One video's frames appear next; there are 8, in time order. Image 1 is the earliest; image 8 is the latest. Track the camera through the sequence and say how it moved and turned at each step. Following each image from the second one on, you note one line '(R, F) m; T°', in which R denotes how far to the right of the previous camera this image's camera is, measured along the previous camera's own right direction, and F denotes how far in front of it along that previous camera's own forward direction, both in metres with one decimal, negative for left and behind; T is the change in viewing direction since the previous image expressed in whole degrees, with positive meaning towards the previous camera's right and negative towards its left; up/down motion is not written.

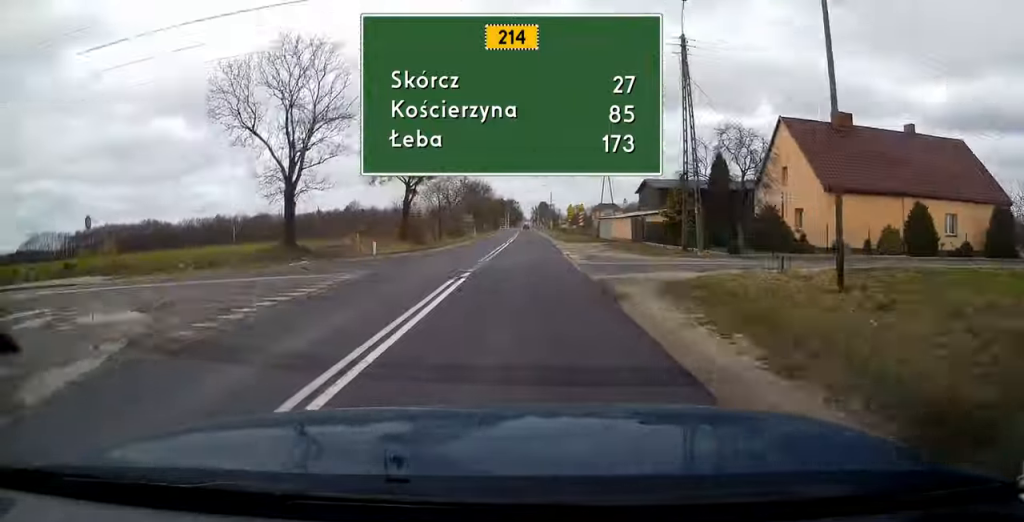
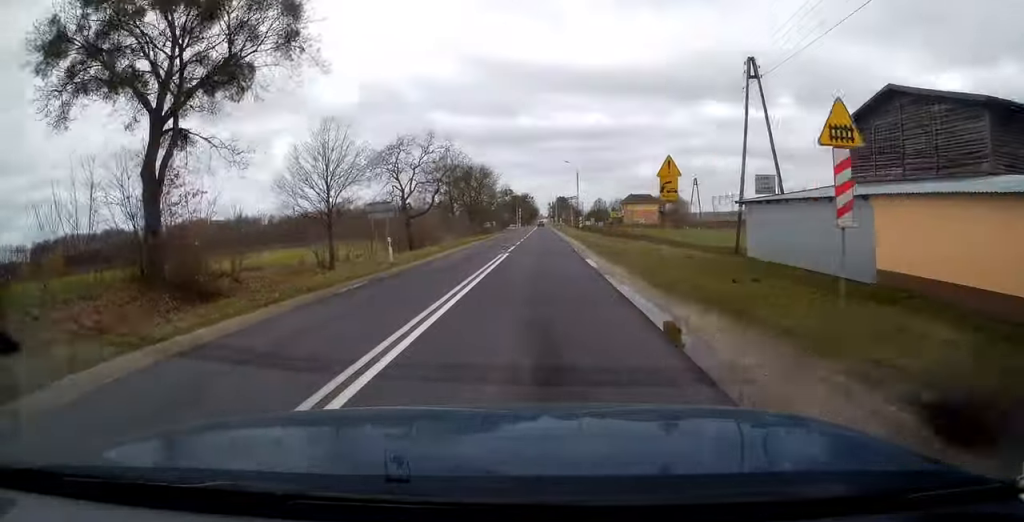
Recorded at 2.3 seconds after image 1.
(-1.4, +42.7) m; -2°
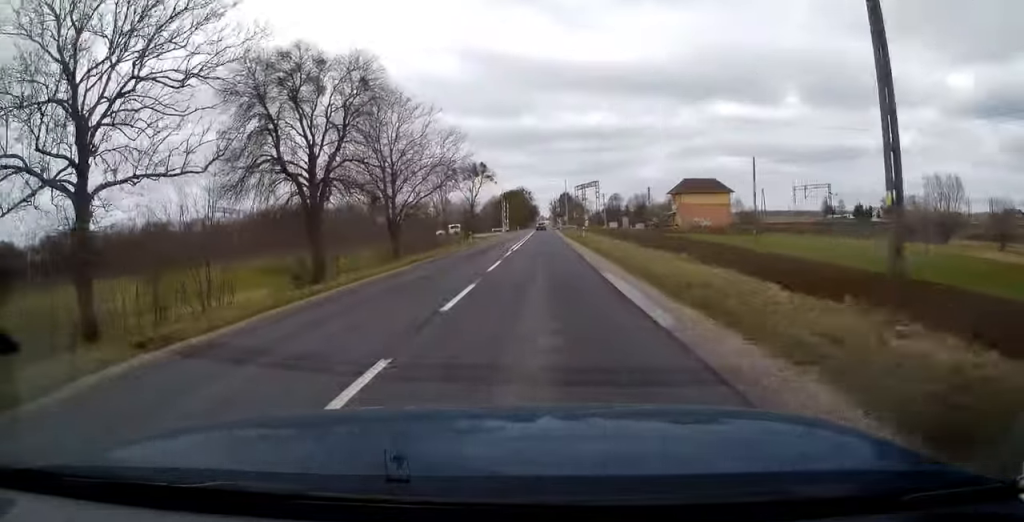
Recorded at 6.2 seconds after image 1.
(-0.6, +71.8) m; 0°
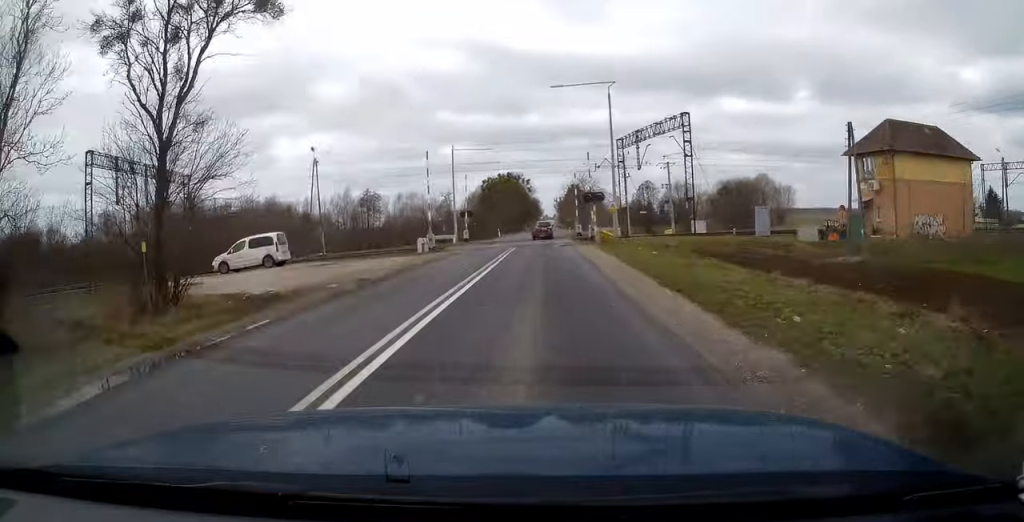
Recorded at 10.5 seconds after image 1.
(-0.1, +64.3) m; 0°
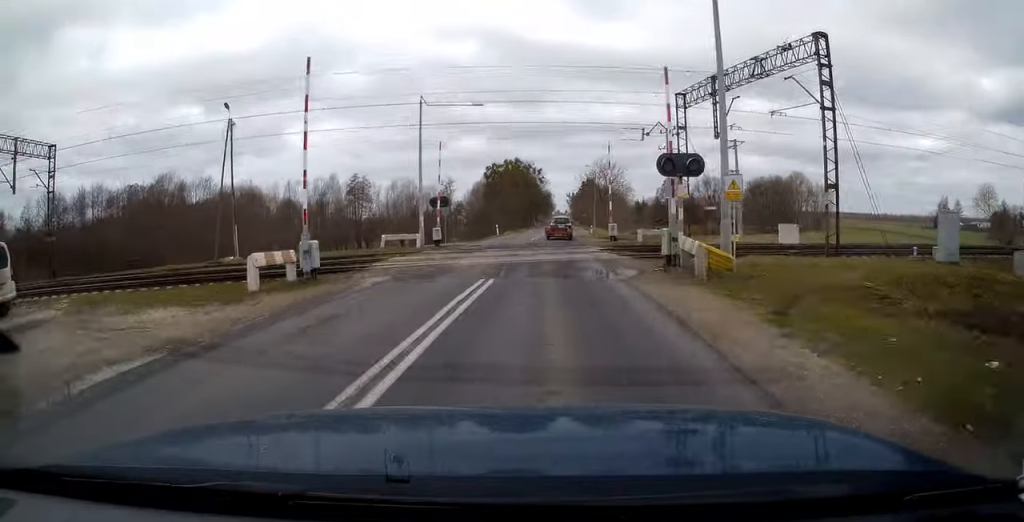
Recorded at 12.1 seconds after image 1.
(0.0, +19.0) m; 0°
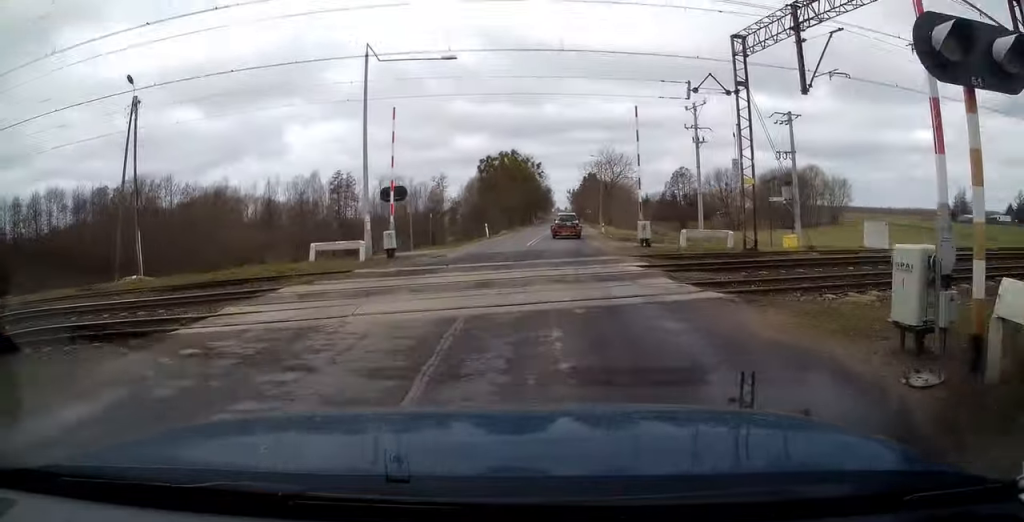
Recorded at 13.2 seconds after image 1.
(0.0, +12.4) m; 0°
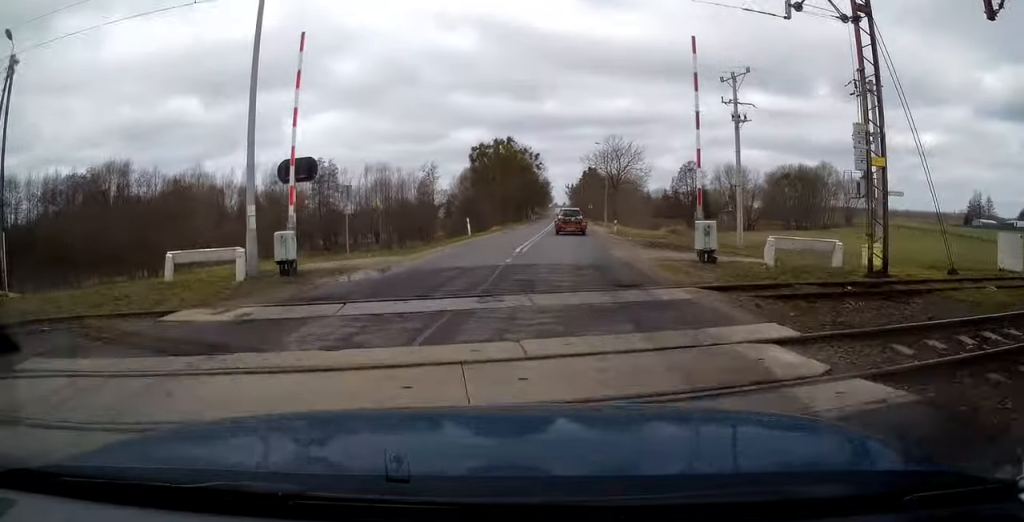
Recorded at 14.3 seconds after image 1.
(0.0, +12.3) m; 0°
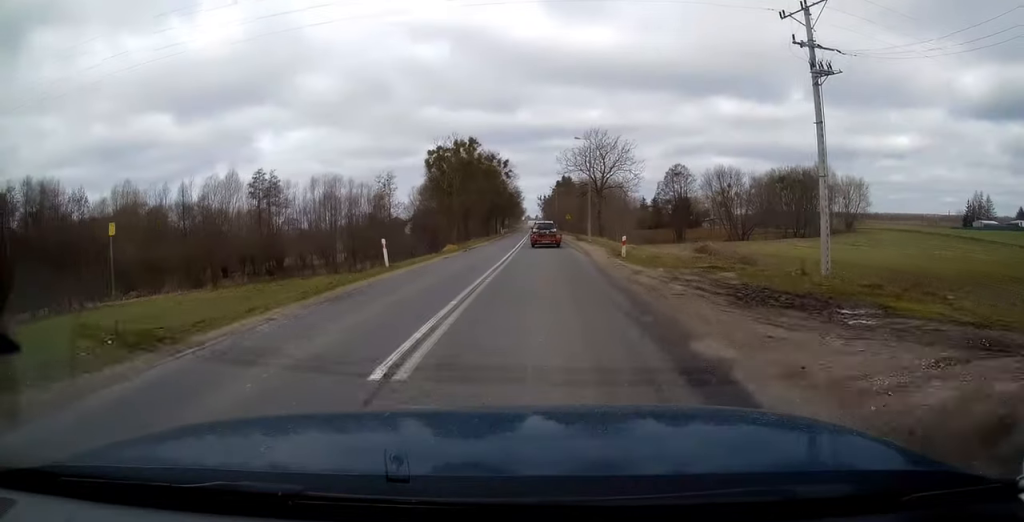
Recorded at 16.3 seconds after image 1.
(+0.1, +18.9) m; 0°
